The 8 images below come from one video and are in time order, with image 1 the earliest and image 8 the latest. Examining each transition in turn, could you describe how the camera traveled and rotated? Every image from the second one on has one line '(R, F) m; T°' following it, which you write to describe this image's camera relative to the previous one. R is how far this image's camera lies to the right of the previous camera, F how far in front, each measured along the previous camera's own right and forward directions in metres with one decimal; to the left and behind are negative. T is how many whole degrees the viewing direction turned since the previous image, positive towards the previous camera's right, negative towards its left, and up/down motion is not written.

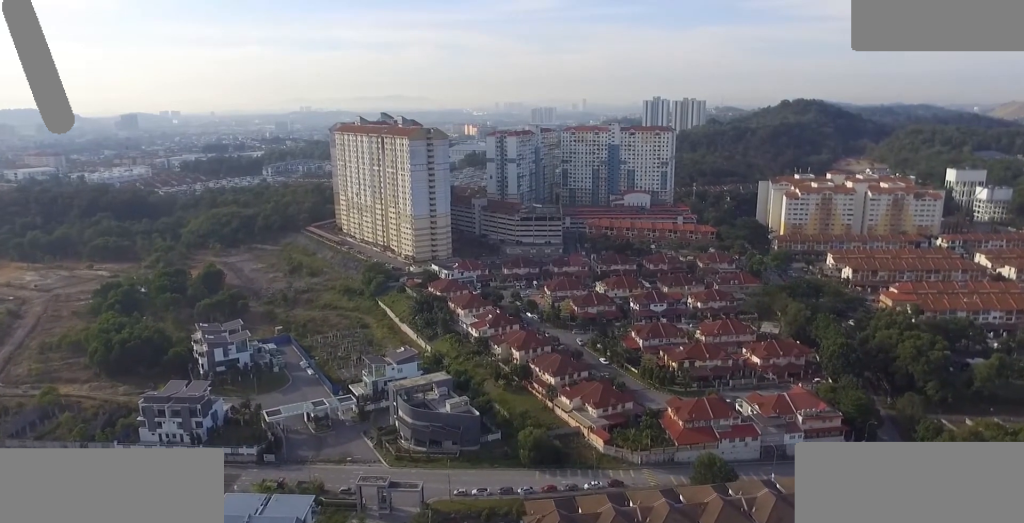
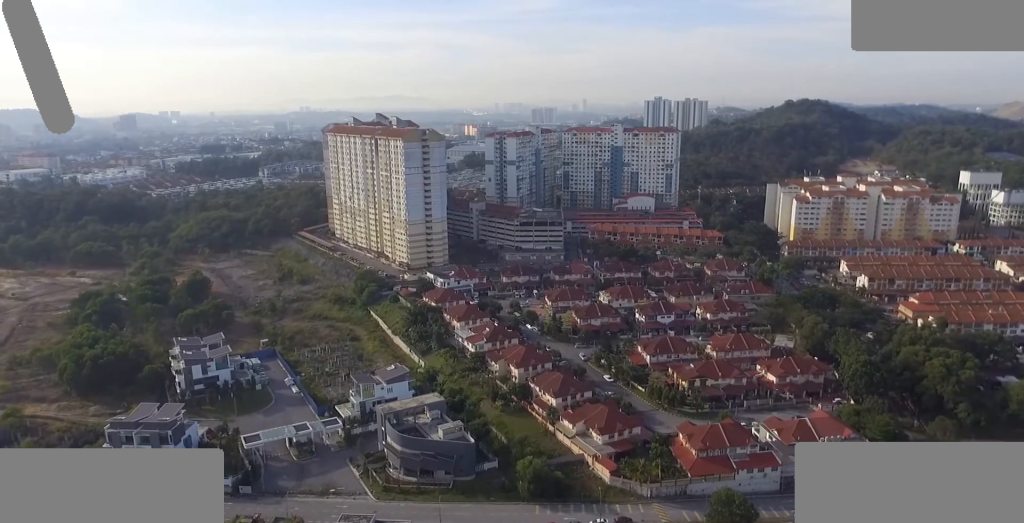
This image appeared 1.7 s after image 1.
(0.0, +16.9) m; 0°
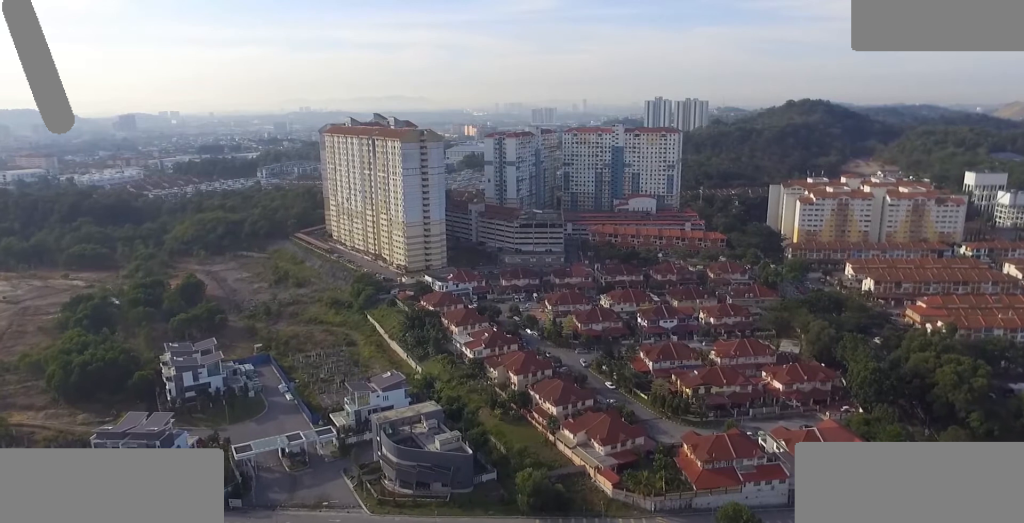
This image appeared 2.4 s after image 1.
(0.0, +6.3) m; 0°
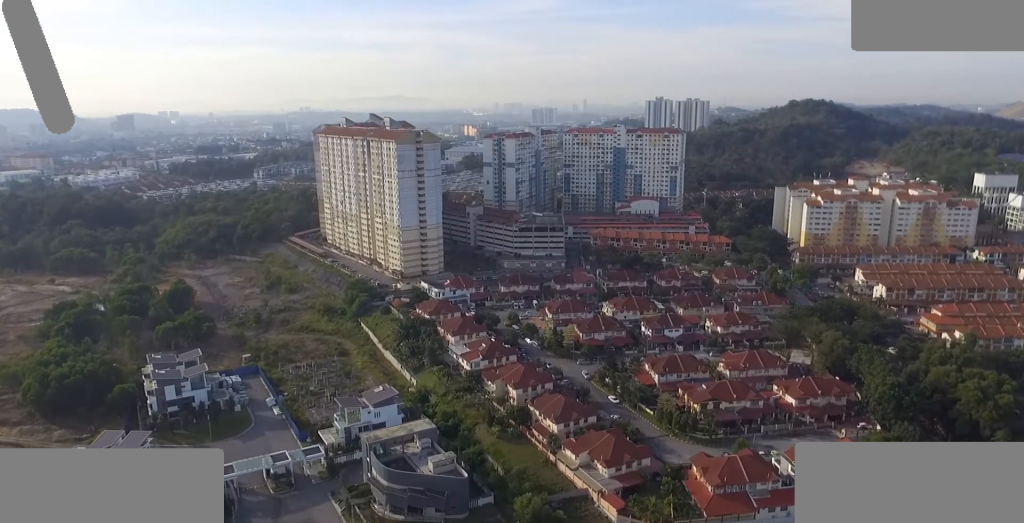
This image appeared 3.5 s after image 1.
(0.0, +11.4) m; 0°
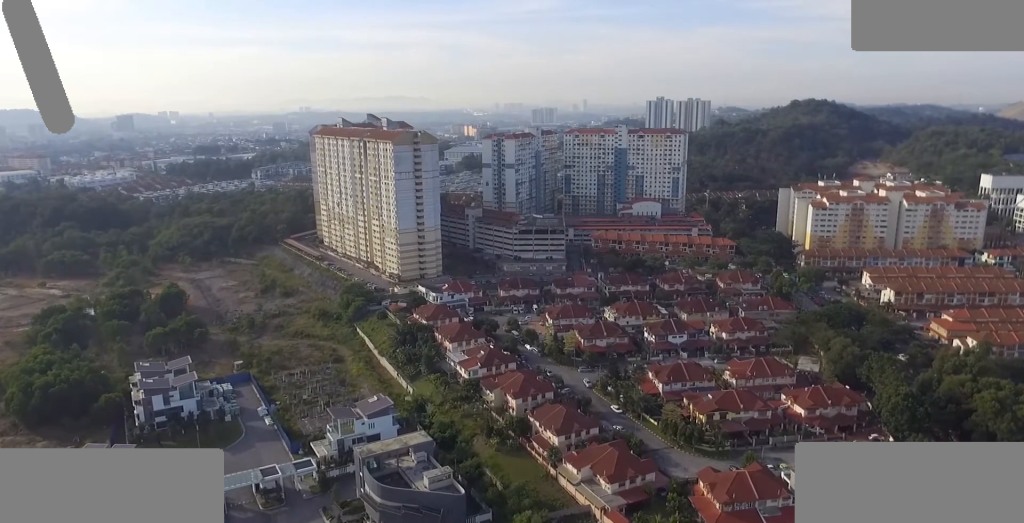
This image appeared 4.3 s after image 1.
(0.0, +7.5) m; 0°
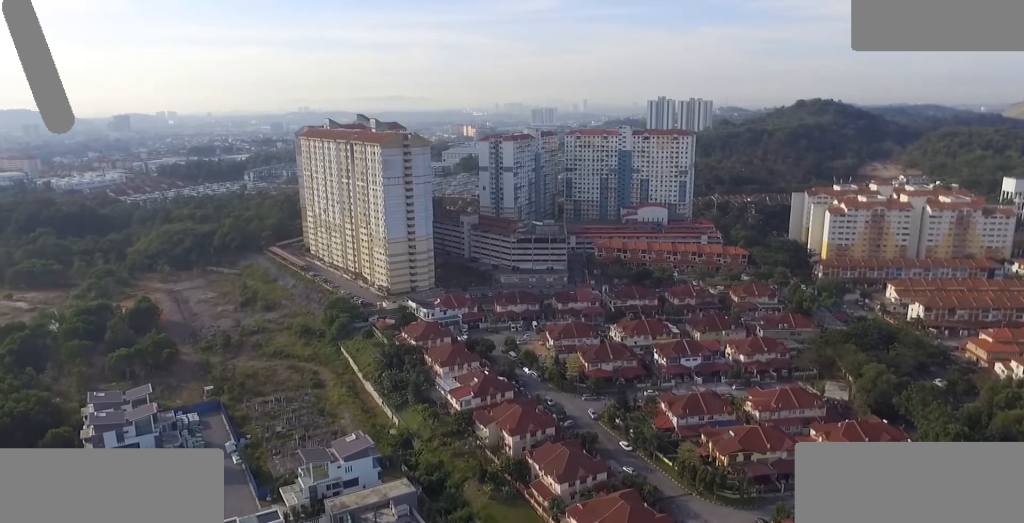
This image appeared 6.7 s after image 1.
(+0.1, +24.0) m; 0°
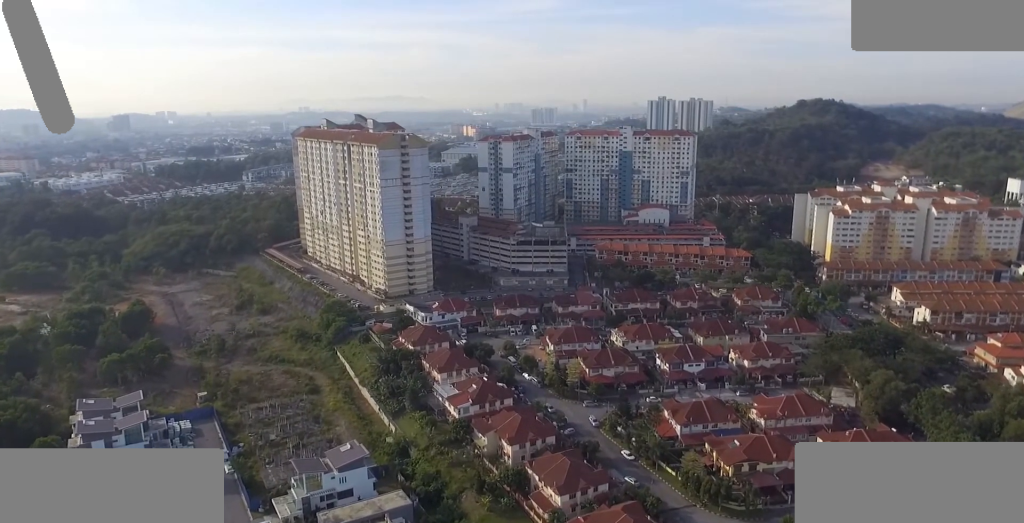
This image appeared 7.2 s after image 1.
(0.0, +5.1) m; 0°
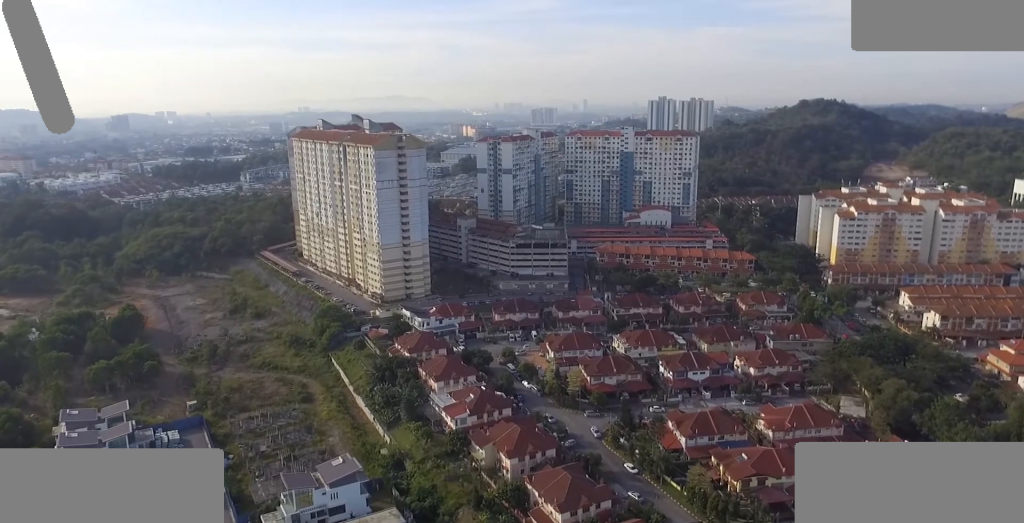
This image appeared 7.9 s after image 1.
(0.0, +6.7) m; 0°
